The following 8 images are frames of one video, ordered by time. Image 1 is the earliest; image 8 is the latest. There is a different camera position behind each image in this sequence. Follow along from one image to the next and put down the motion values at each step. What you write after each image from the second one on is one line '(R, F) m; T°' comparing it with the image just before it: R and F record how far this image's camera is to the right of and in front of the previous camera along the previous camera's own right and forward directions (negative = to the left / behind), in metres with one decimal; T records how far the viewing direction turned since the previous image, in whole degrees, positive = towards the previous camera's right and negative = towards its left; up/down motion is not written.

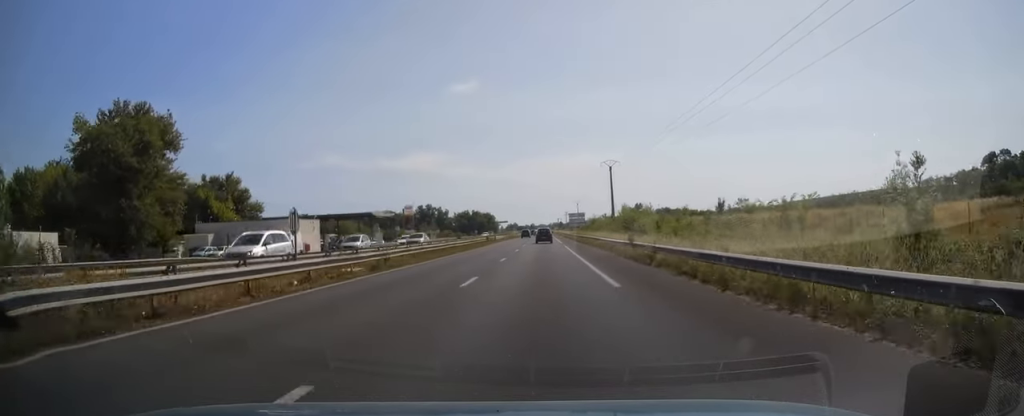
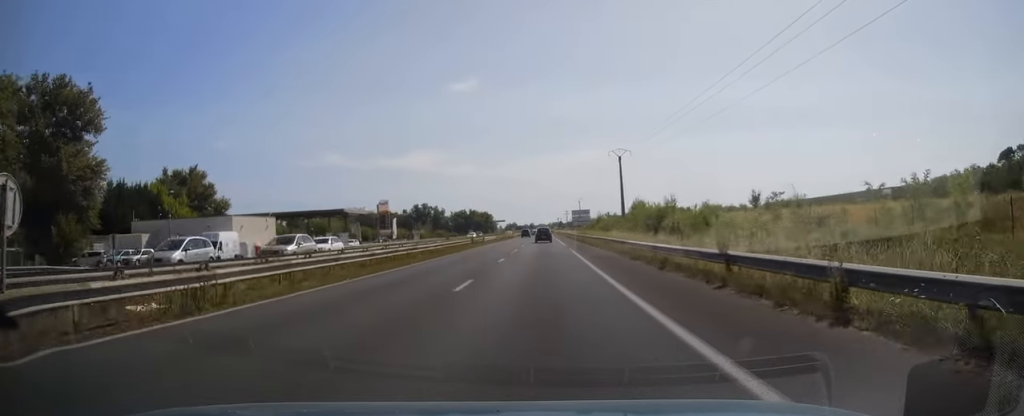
(0.0, +14.2) m; 0°
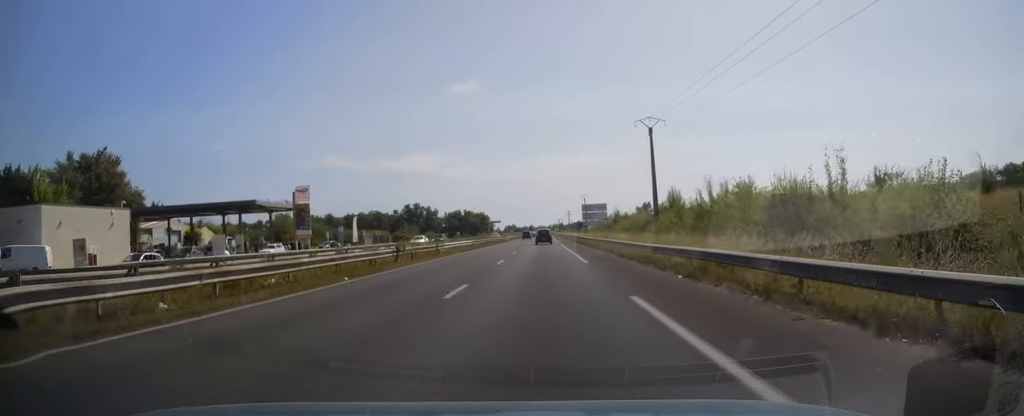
(-0.1, +27.3) m; 0°
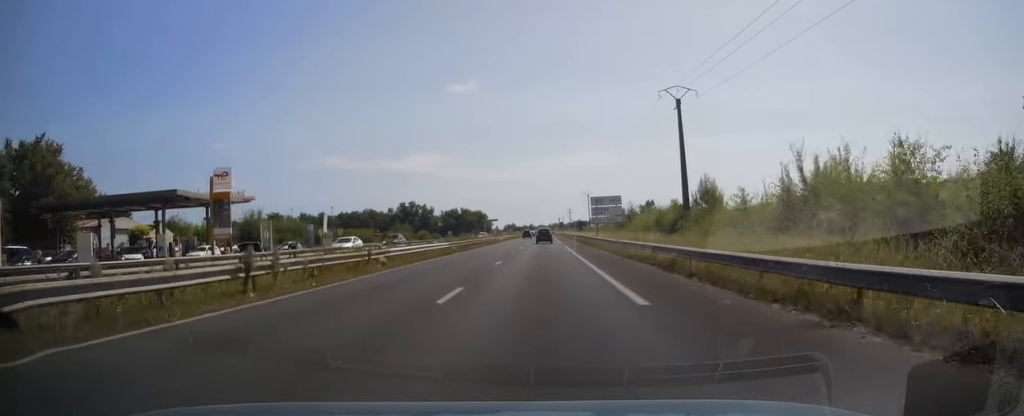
(-0.1, +14.1) m; 0°
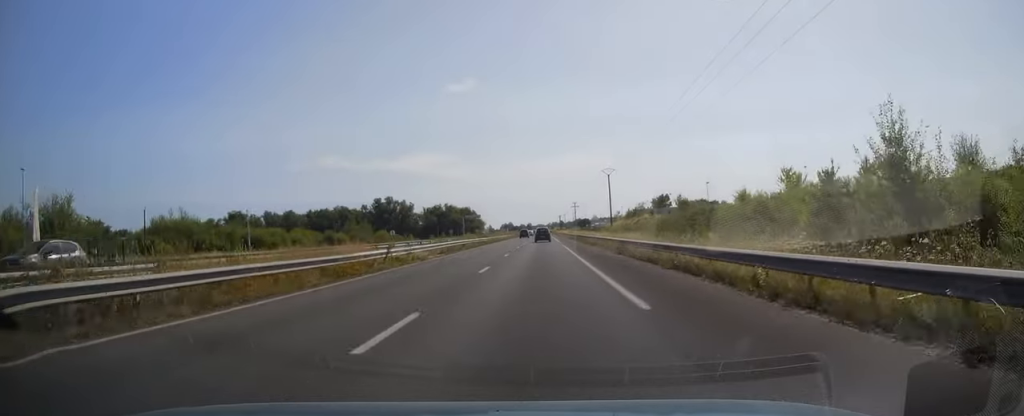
(+0.1, +56.3) m; -1°
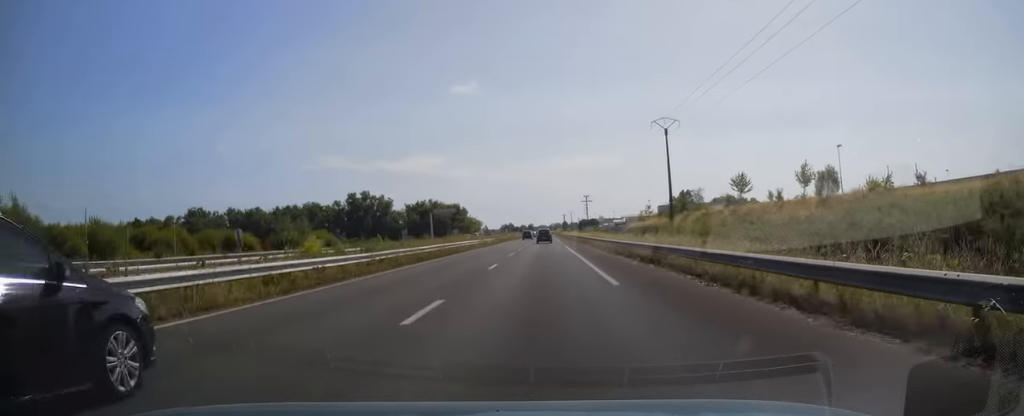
(+0.4, +50.0) m; +1°
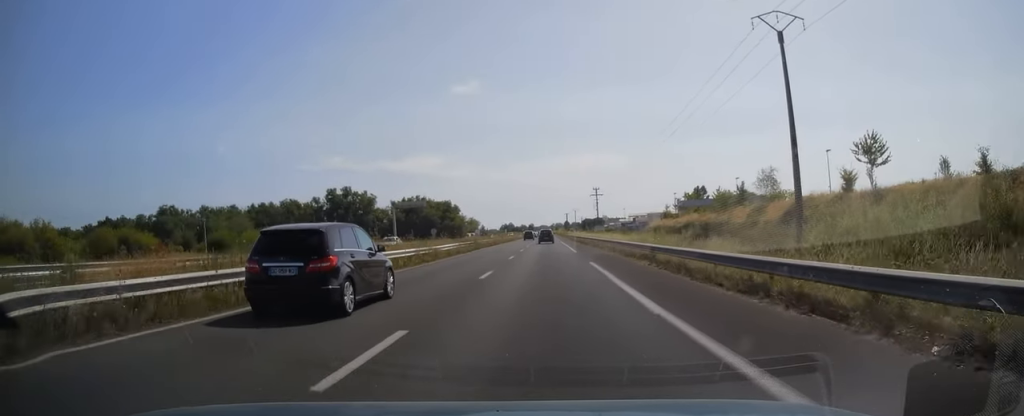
(-0.1, +29.6) m; -1°
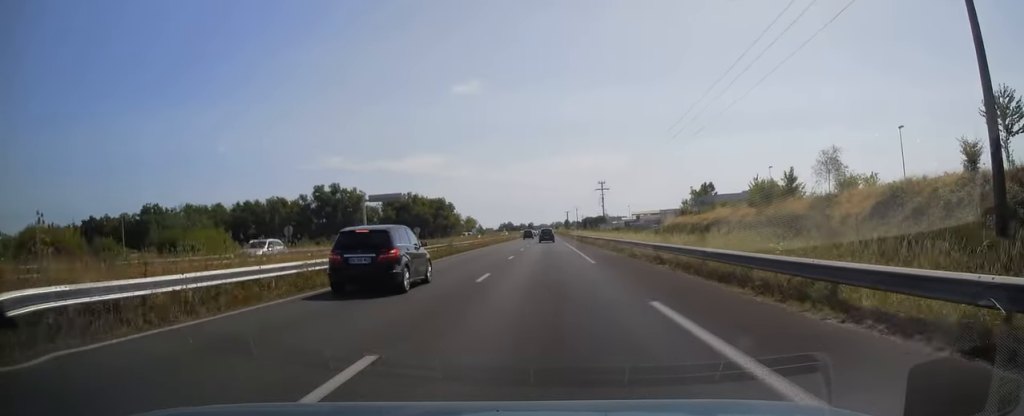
(-0.1, +14.6) m; 0°
